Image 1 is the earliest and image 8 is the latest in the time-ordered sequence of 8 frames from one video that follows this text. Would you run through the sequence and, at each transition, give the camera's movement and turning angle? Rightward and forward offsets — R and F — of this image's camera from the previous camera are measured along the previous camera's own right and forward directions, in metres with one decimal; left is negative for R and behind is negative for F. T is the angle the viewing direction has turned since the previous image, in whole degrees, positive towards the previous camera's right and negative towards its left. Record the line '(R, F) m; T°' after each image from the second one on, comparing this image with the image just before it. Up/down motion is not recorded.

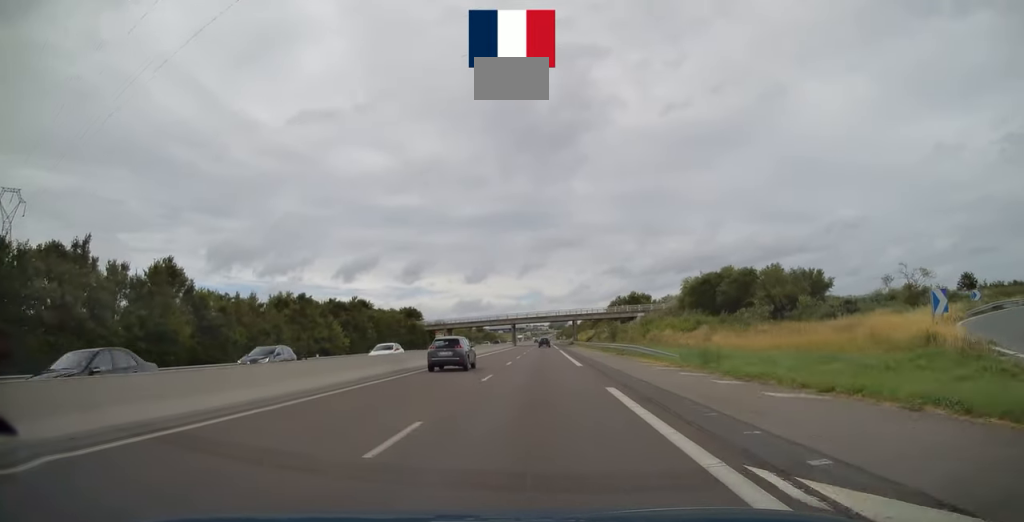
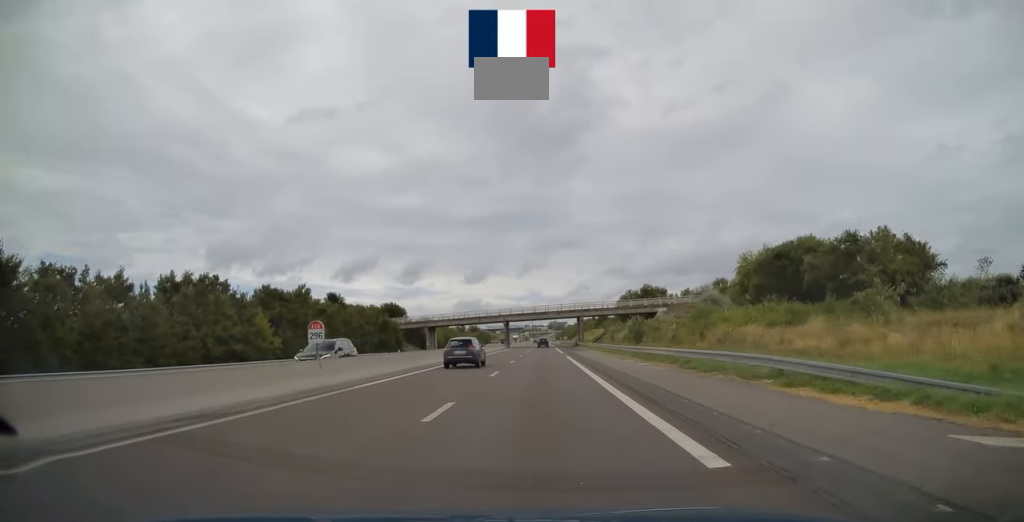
(0.0, +22.5) m; 0°
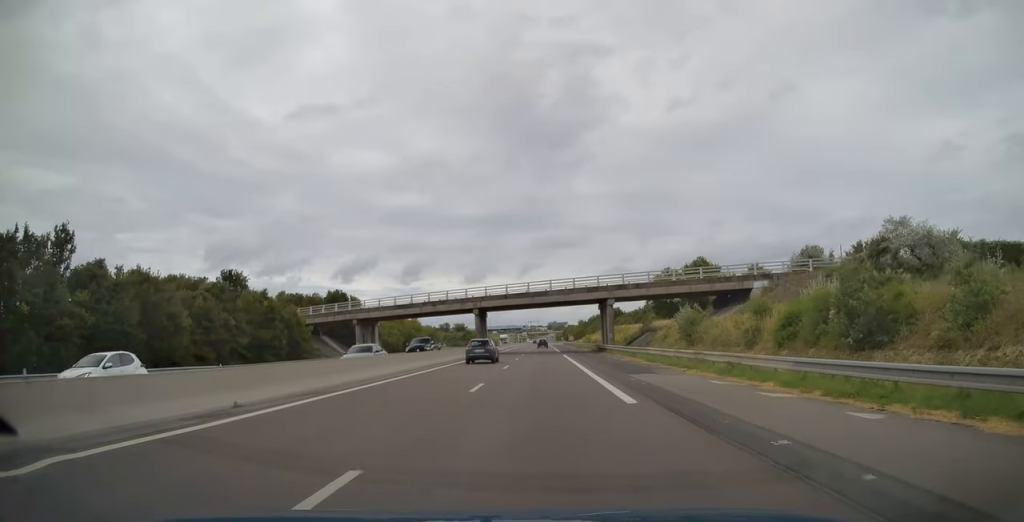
(-0.1, +45.4) m; 0°
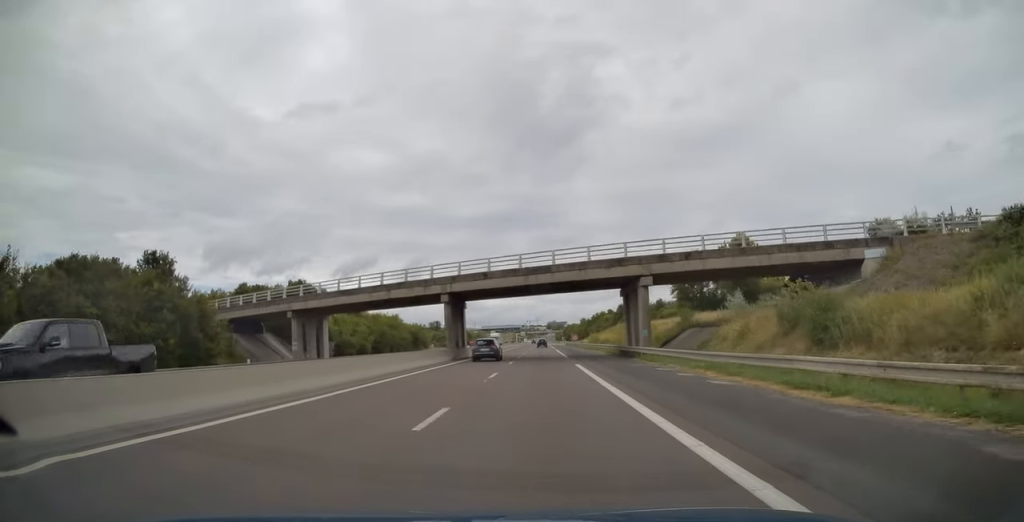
(0.0, +19.8) m; 0°
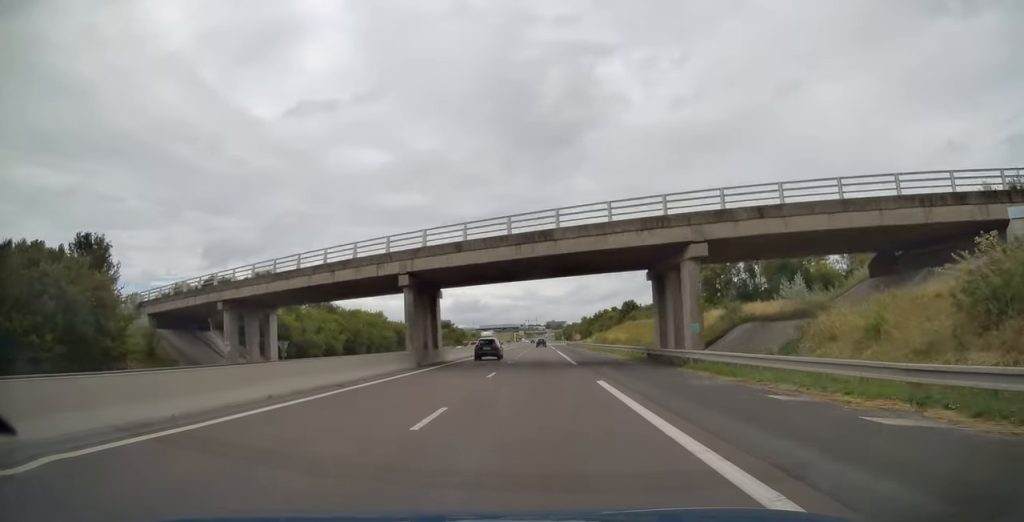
(0.0, +12.9) m; 0°
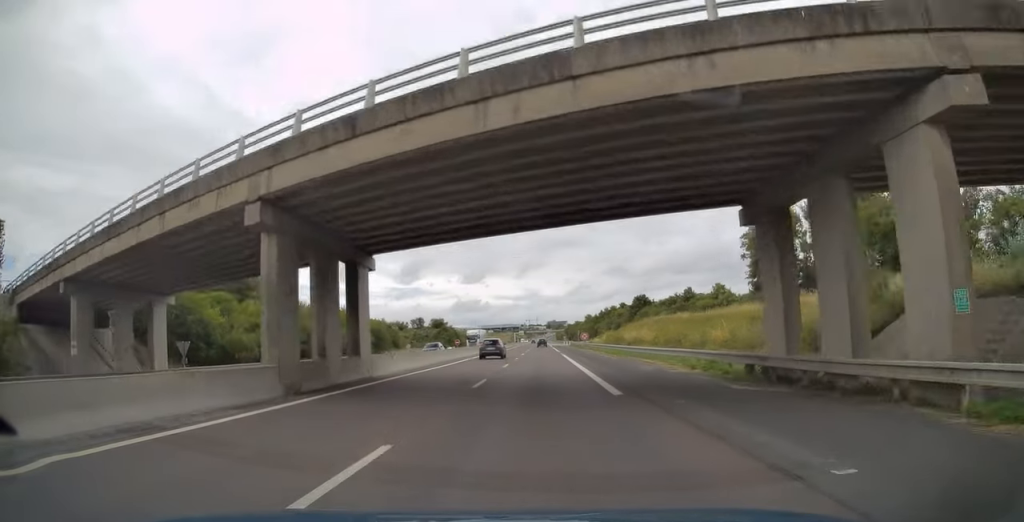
(0.0, +17.1) m; 0°
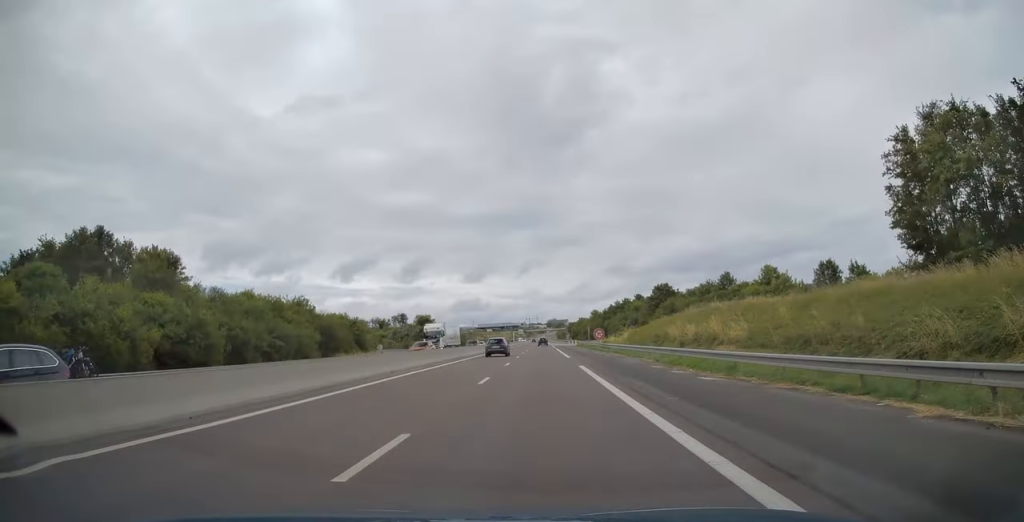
(0.0, +24.8) m; 0°
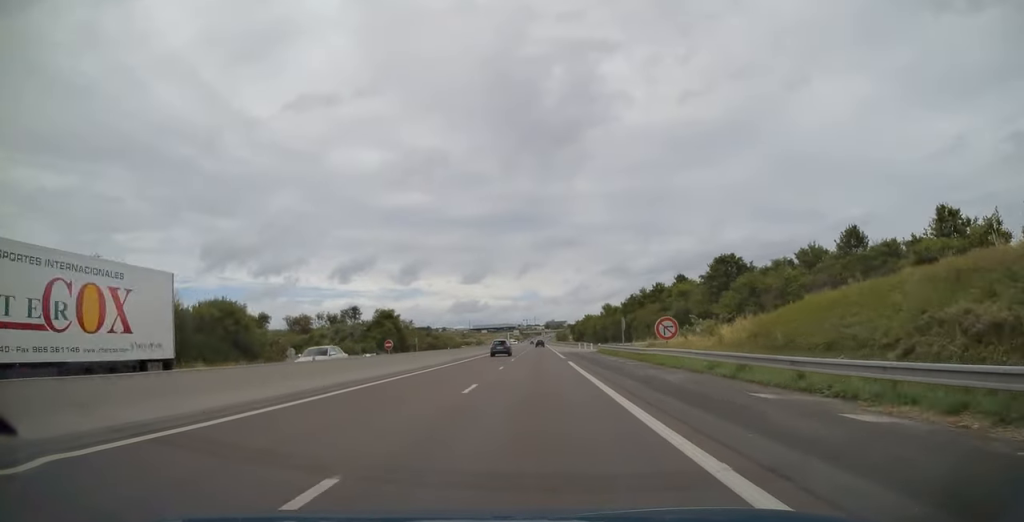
(+0.1, +41.4) m; 0°
